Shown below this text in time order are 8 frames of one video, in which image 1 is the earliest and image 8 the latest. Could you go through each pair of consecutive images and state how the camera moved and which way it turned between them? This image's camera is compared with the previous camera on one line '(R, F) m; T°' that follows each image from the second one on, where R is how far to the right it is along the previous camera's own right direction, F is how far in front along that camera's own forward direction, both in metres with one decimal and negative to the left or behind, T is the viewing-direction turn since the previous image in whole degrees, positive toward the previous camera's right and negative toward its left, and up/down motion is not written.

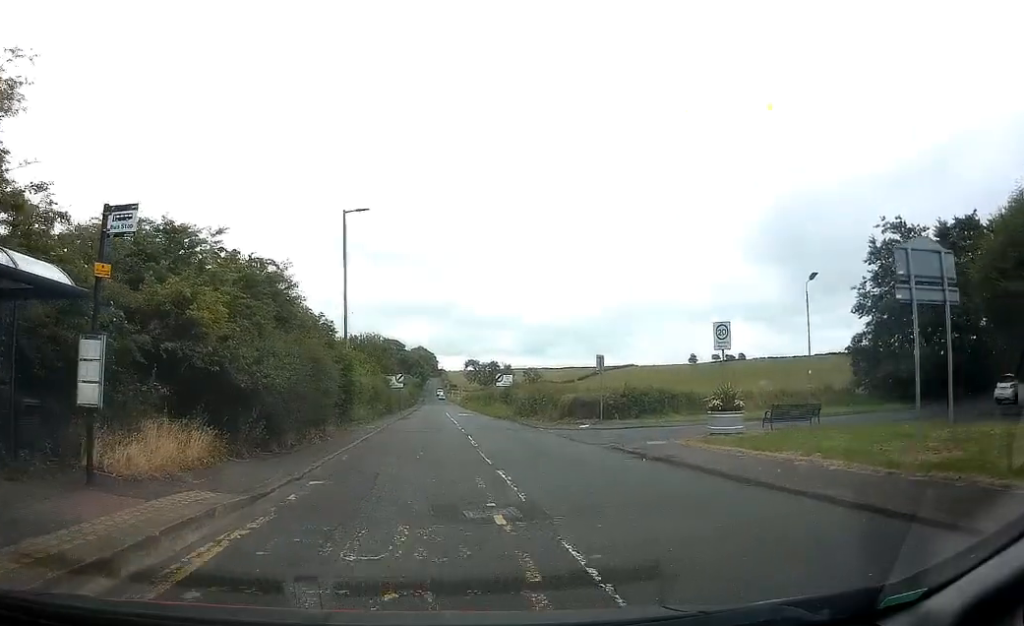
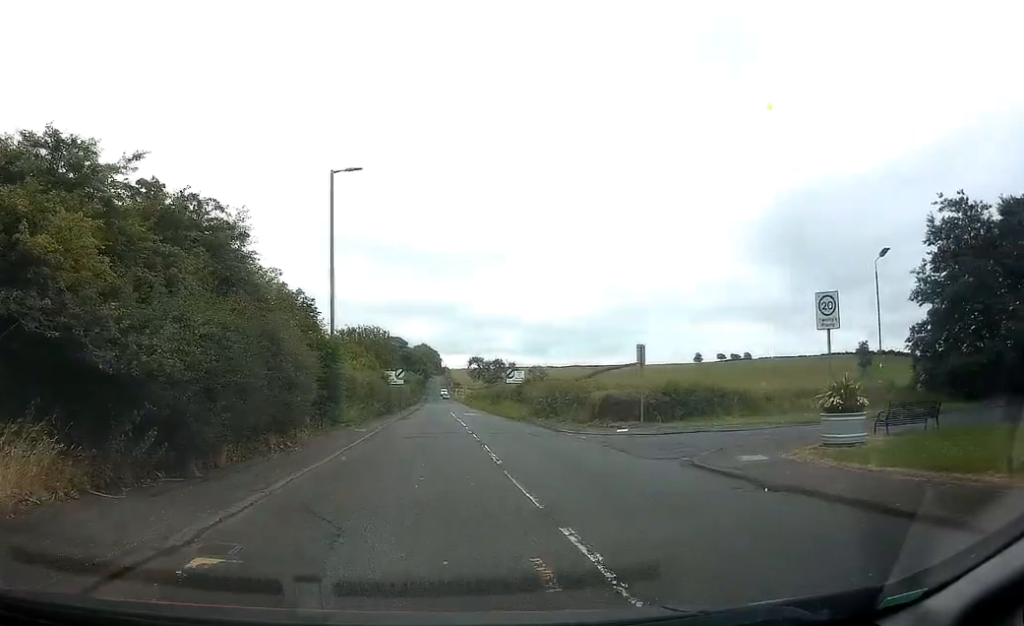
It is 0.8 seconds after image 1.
(0.0, +6.3) m; 0°
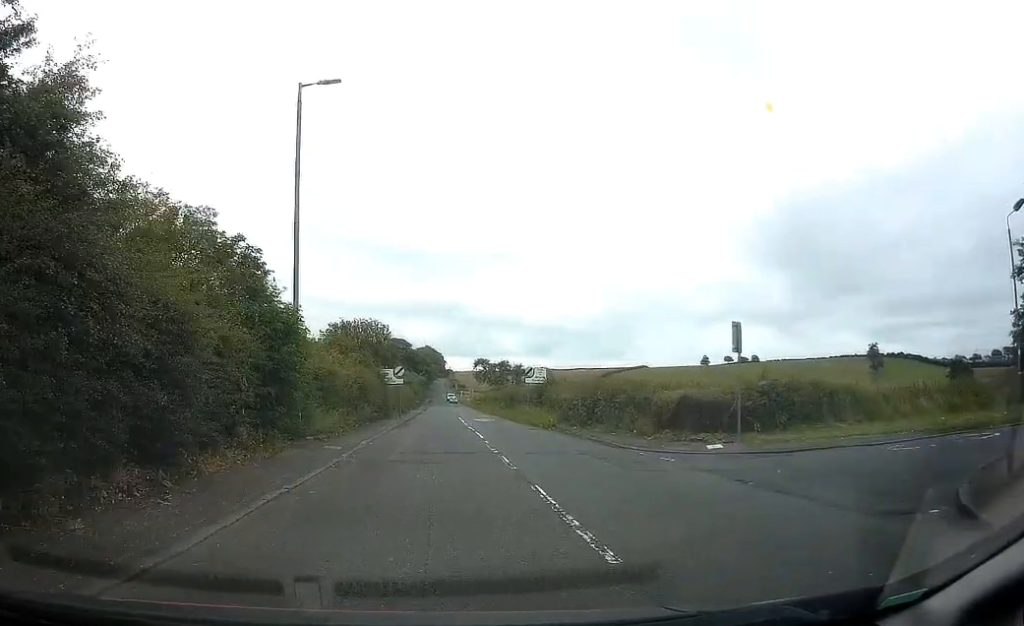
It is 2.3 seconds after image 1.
(0.0, +8.8) m; +3°
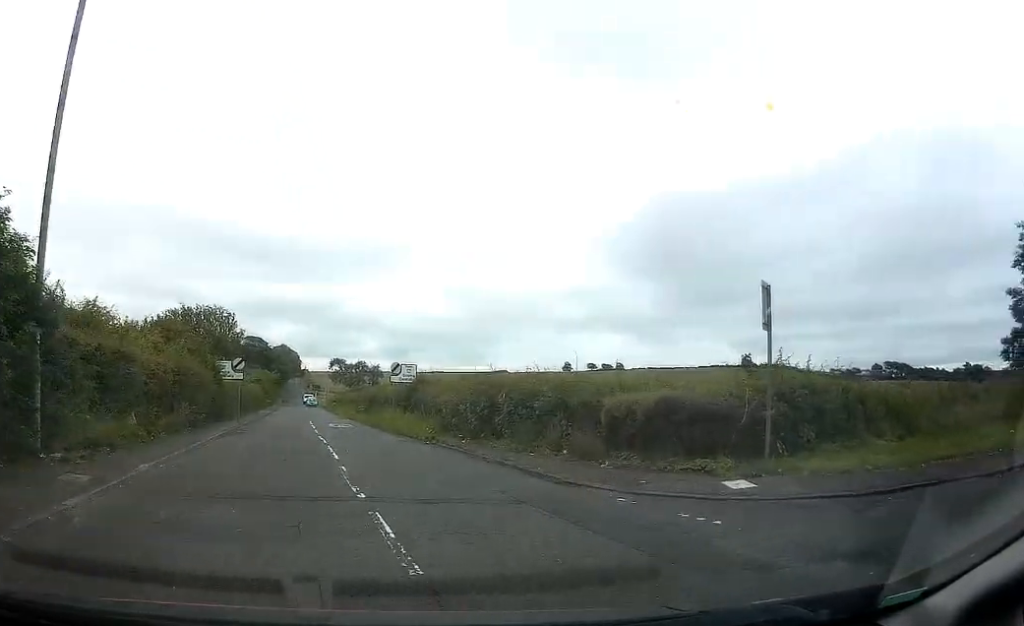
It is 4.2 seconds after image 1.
(+0.3, +8.3) m; +16°
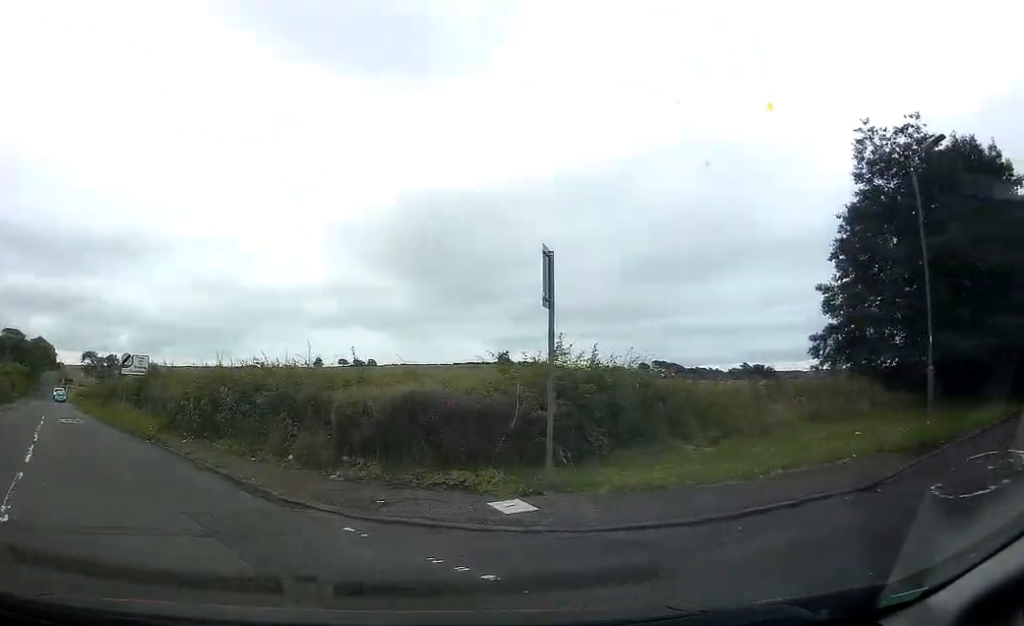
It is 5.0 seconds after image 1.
(+0.5, +2.4) m; +20°
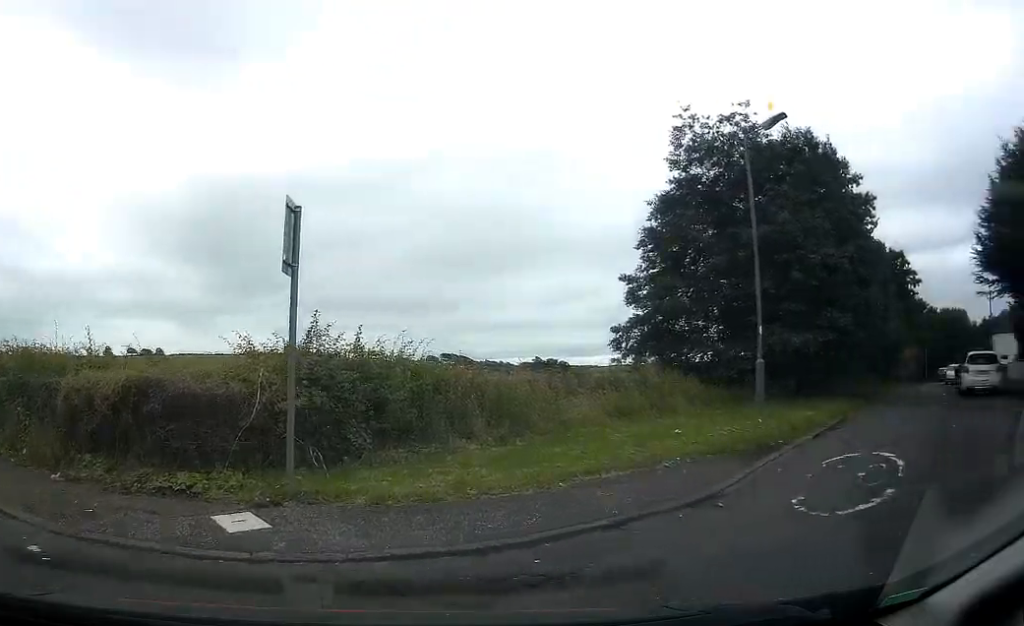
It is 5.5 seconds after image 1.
(+0.2, +1.7) m; +15°
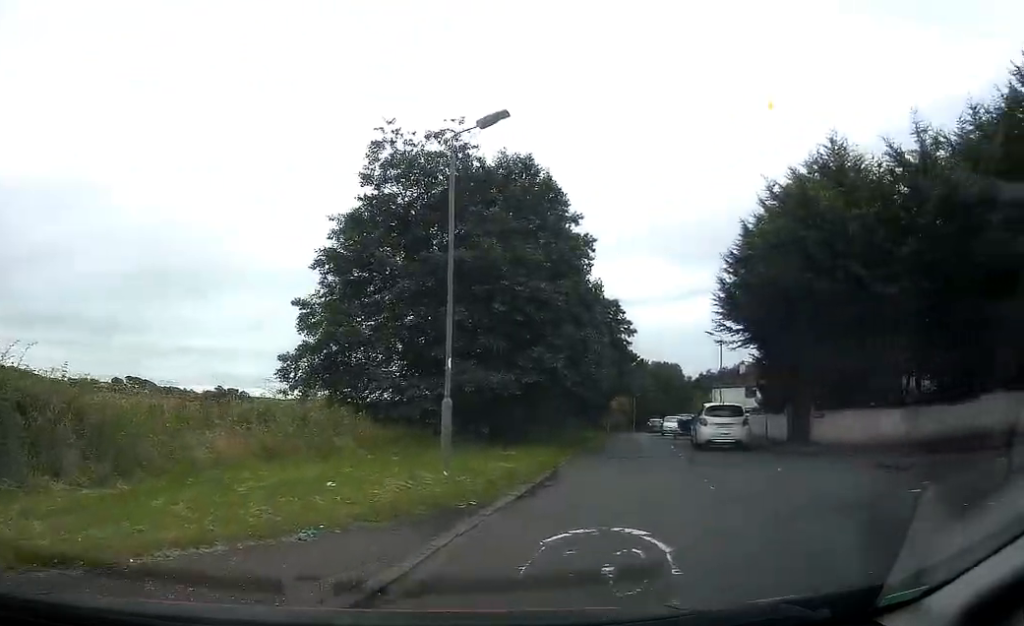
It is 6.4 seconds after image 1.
(+0.4, +2.6) m; +17°
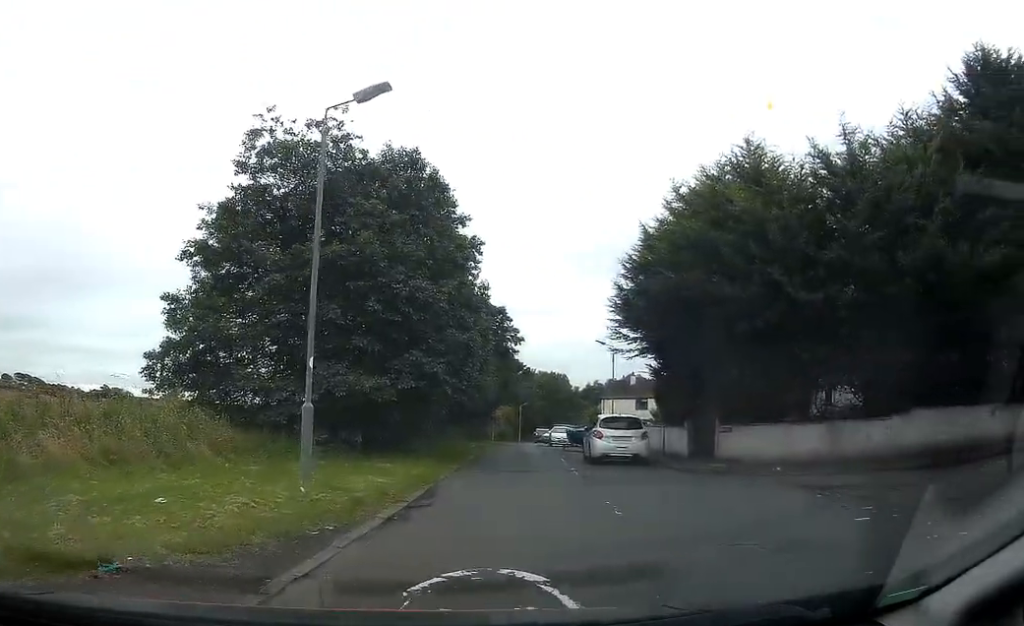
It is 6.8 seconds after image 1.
(+0.2, +1.5) m; +6°
